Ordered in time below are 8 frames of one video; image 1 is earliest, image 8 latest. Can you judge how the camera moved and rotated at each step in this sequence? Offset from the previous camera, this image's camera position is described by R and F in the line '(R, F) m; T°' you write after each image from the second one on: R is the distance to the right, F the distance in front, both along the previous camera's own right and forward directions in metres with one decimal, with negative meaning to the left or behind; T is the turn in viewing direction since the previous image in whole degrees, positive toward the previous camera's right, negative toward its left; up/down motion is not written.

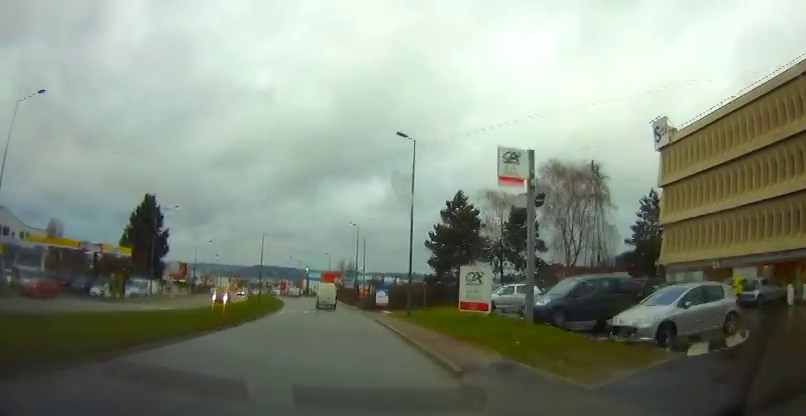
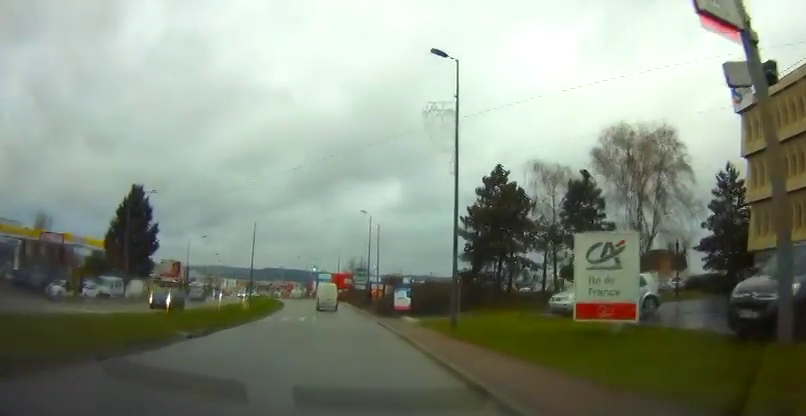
(-0.1, +10.2) m; -1°
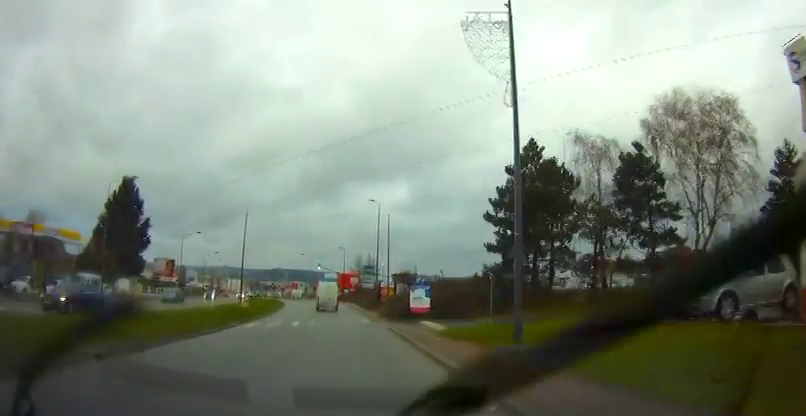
(0.0, +6.3) m; -1°
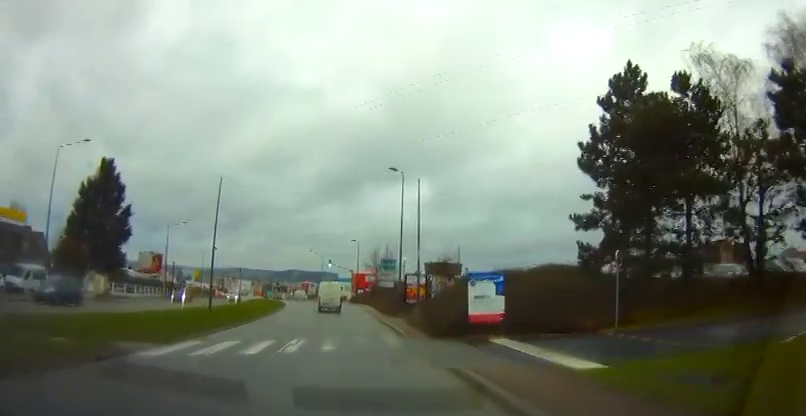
(-0.2, +12.0) m; -2°
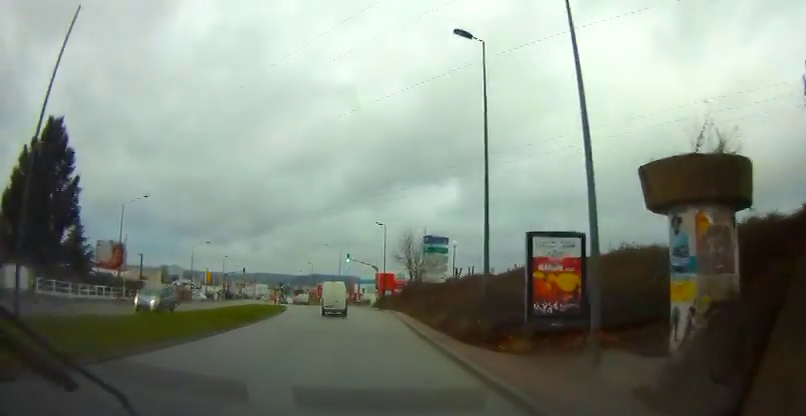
(-0.4, +19.9) m; -2°
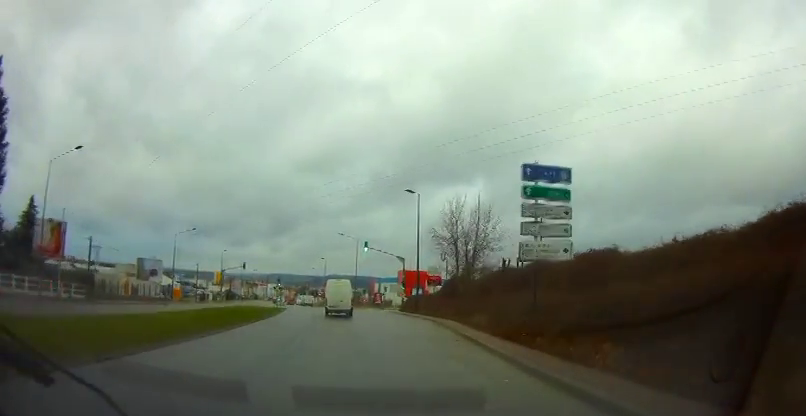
(-0.4, +16.8) m; -3°
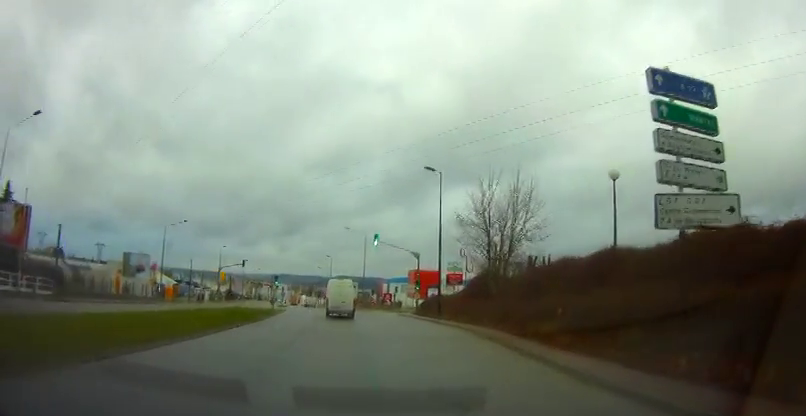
(0.0, +7.0) m; -1°
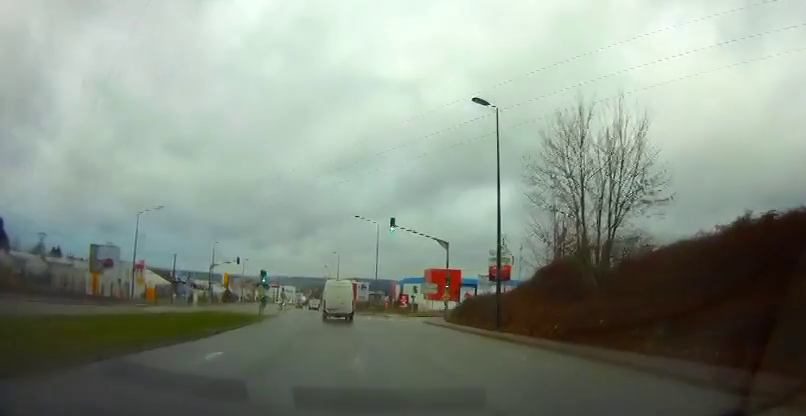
(-0.2, +11.6) m; -1°
